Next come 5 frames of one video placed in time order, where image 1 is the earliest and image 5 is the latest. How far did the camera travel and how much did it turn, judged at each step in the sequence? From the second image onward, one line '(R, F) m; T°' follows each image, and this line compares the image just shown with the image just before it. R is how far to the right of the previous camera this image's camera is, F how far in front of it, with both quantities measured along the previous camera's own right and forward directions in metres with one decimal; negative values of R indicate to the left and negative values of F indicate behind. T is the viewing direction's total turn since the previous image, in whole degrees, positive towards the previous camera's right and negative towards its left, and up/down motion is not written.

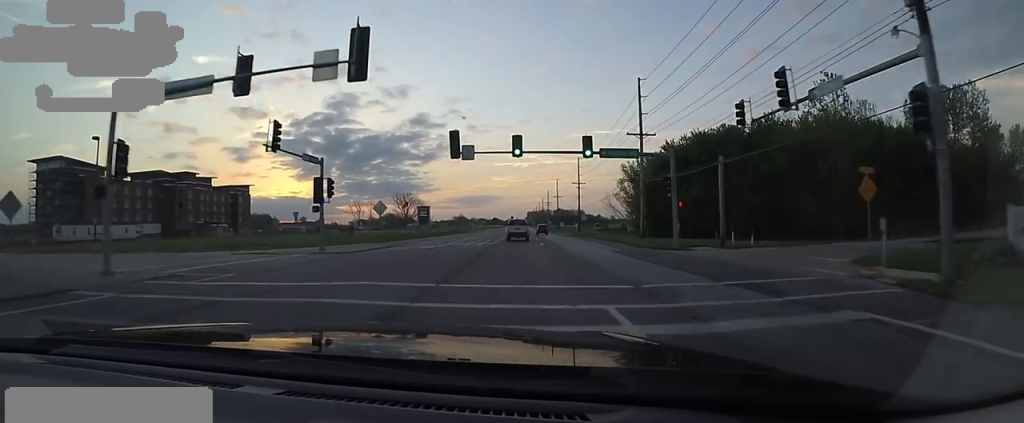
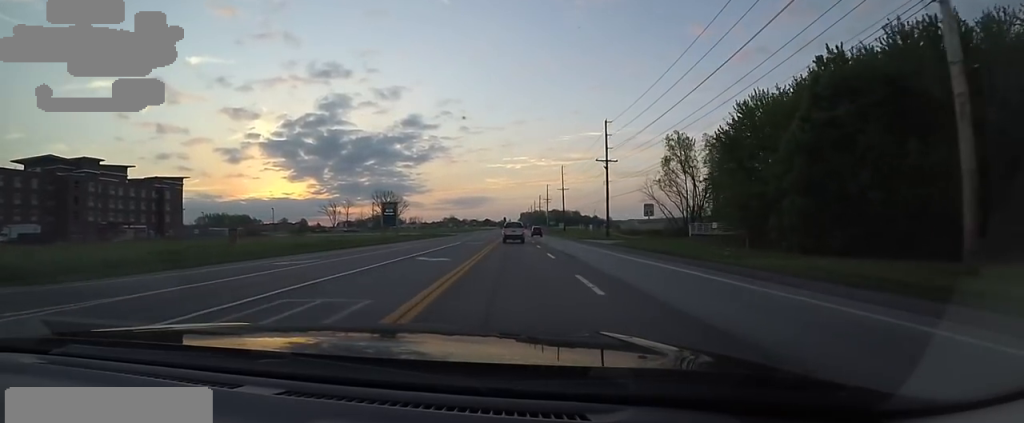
(+1.6, +36.7) m; +3°
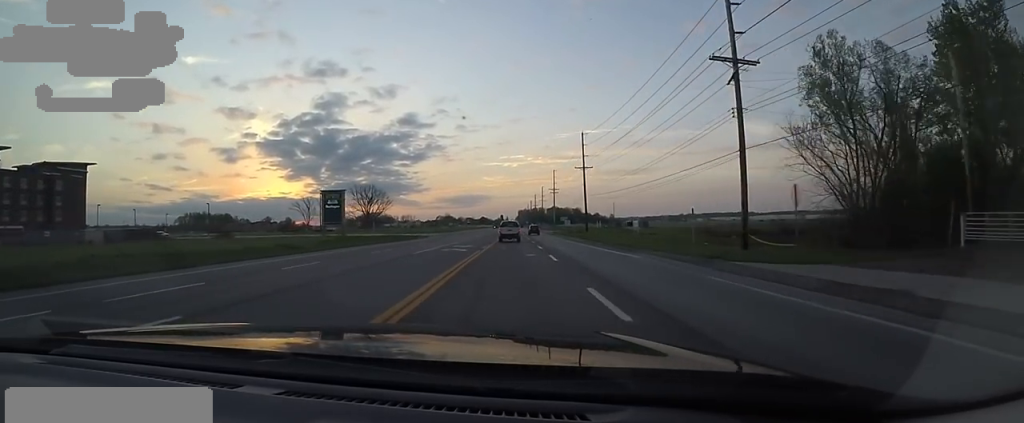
(0.0, +39.5) m; +1°
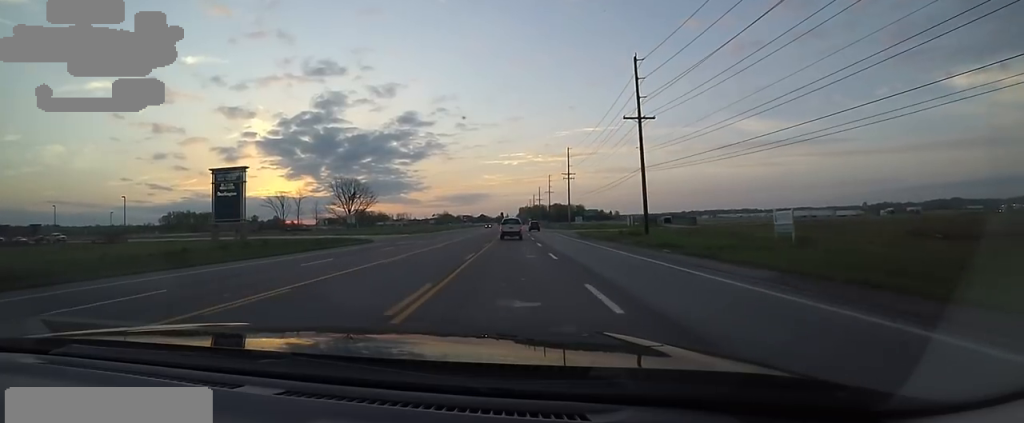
(-0.3, +34.1) m; 0°
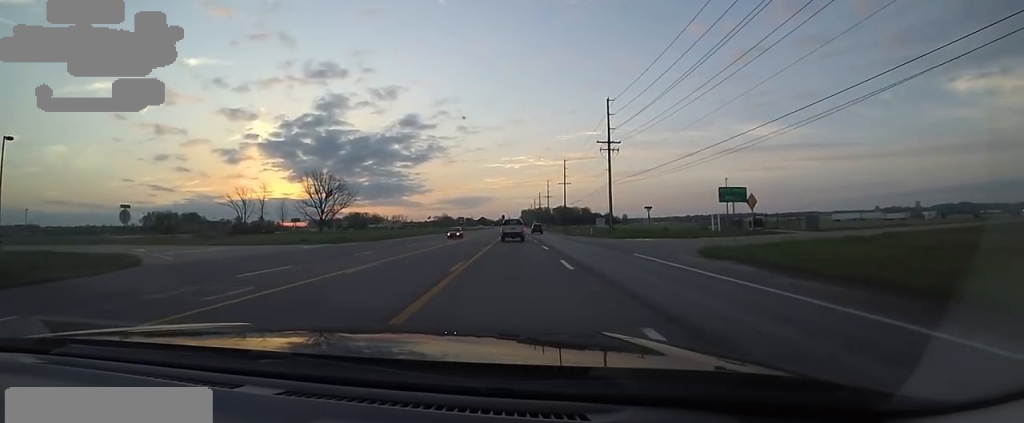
(+0.3, +39.3) m; 0°
